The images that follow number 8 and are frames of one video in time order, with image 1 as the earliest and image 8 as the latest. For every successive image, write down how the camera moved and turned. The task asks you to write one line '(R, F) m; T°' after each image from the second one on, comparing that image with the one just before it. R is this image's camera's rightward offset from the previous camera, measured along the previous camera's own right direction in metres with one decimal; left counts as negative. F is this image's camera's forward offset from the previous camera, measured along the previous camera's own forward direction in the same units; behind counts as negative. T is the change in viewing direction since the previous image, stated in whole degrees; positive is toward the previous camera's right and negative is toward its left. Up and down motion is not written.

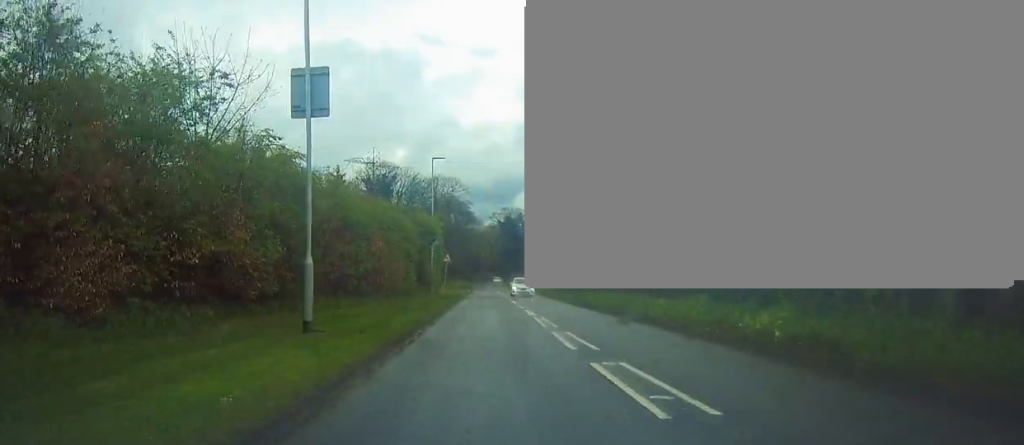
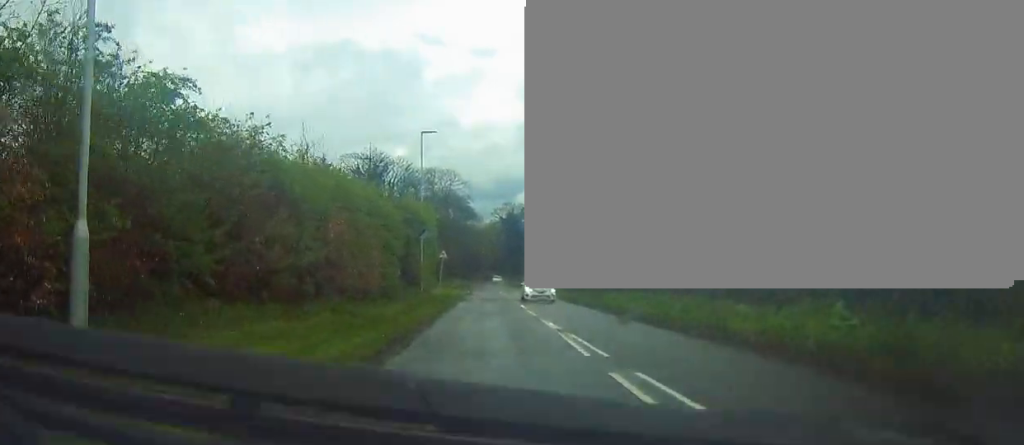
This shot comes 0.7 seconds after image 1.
(+0.2, +7.3) m; 0°
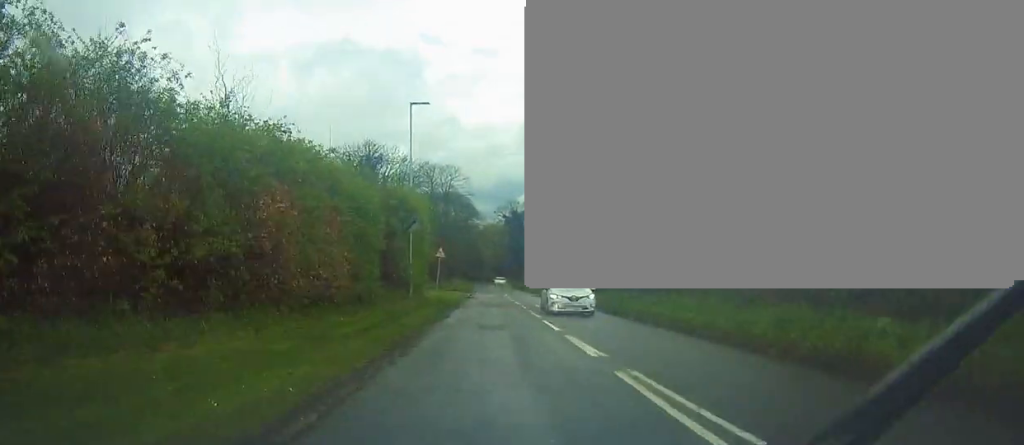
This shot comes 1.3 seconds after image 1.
(0.0, +5.9) m; 0°
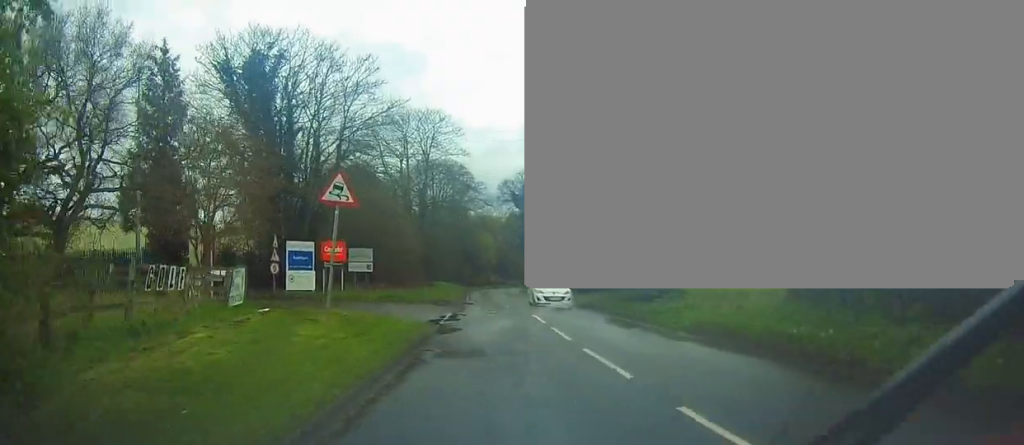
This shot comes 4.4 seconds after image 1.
(+0.2, +32.5) m; 0°
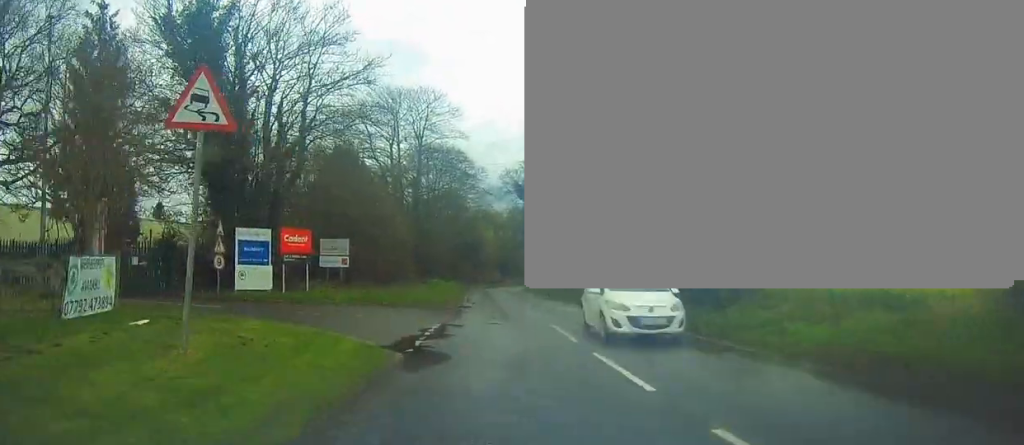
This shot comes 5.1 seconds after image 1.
(-0.1, +7.0) m; 0°
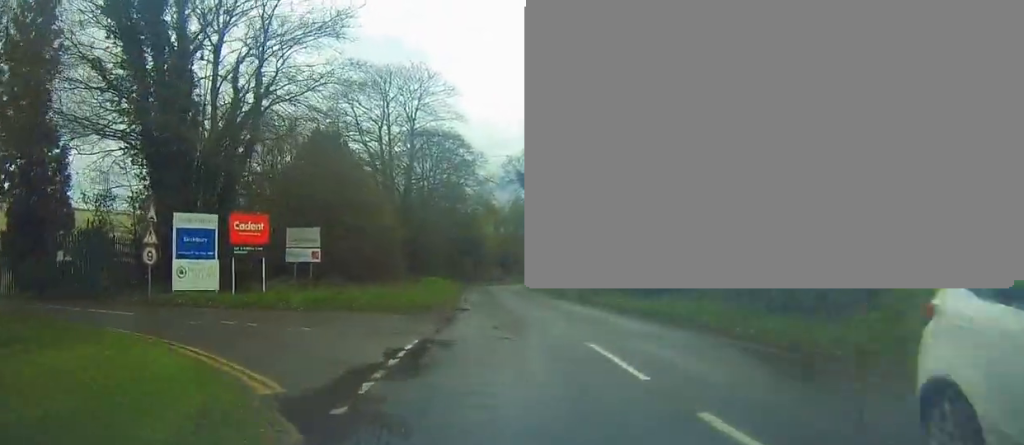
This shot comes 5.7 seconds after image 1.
(+0.2, +5.6) m; 0°
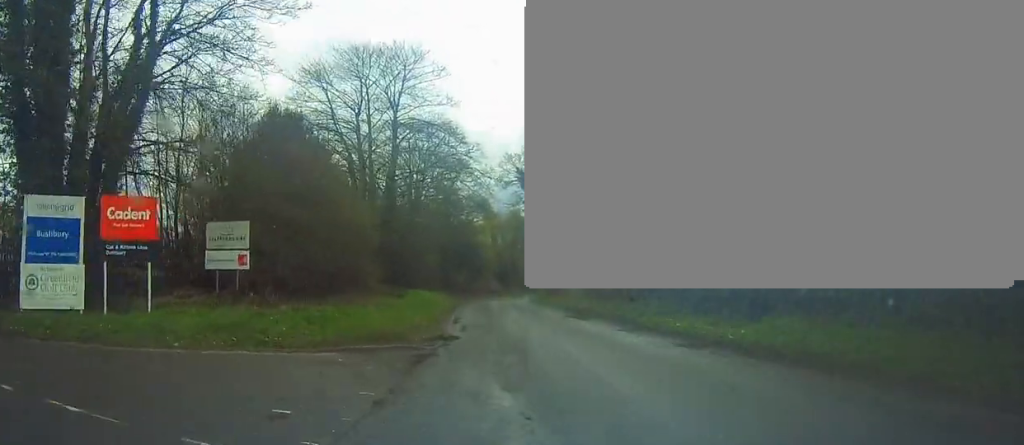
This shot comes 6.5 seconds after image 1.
(-0.1, +7.8) m; -1°
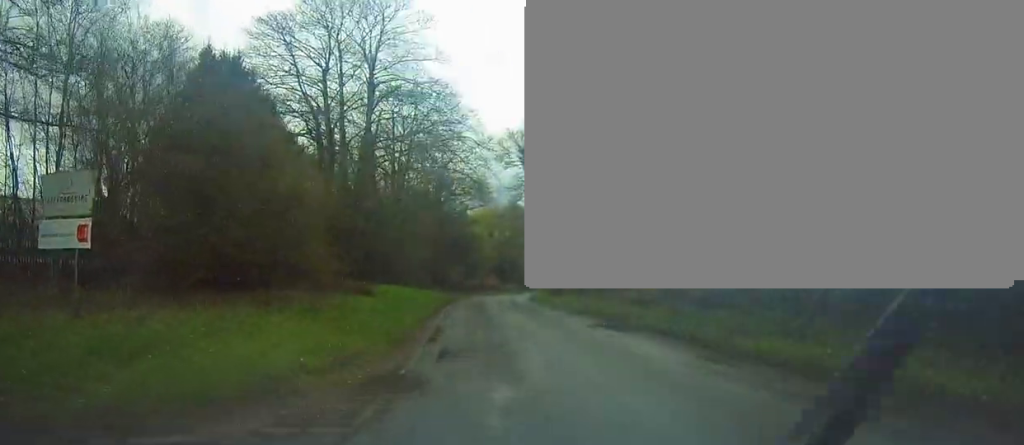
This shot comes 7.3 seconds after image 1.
(-0.1, +7.9) m; 0°
